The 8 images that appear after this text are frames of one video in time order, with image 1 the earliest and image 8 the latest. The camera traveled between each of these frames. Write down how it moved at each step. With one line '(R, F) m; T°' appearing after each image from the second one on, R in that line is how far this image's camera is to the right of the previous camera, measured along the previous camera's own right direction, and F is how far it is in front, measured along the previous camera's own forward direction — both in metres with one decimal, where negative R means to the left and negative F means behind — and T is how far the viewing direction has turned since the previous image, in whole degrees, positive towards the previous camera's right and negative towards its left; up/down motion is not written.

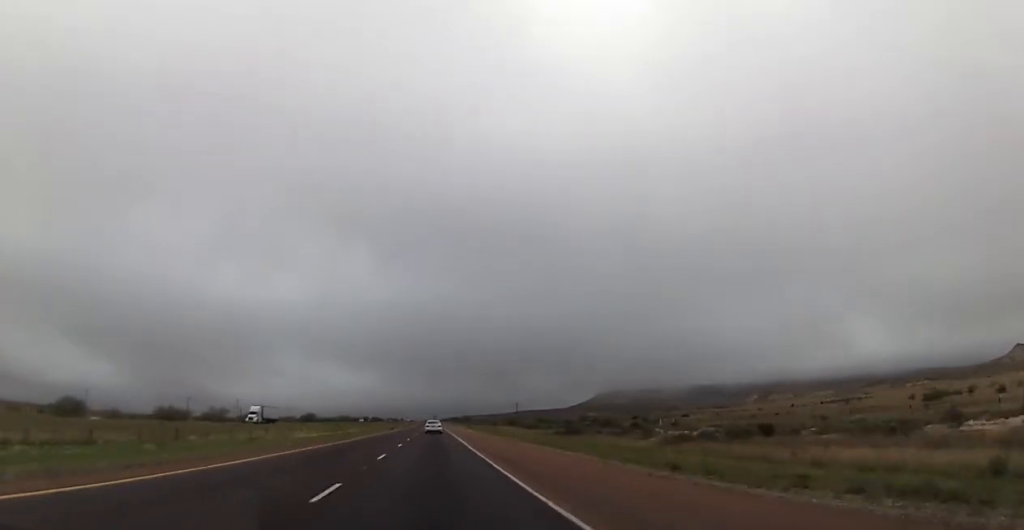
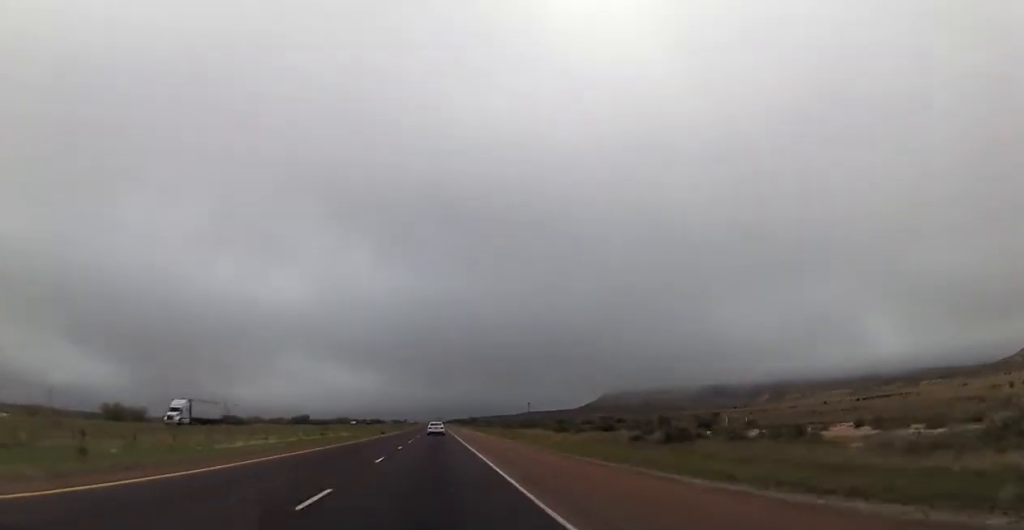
(-0.2, +25.3) m; 0°
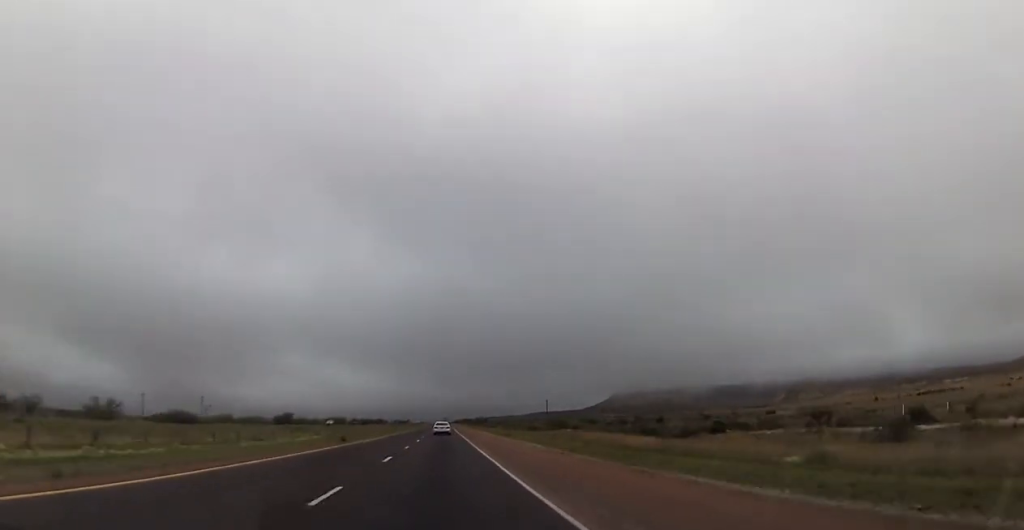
(-0.1, +36.1) m; 0°
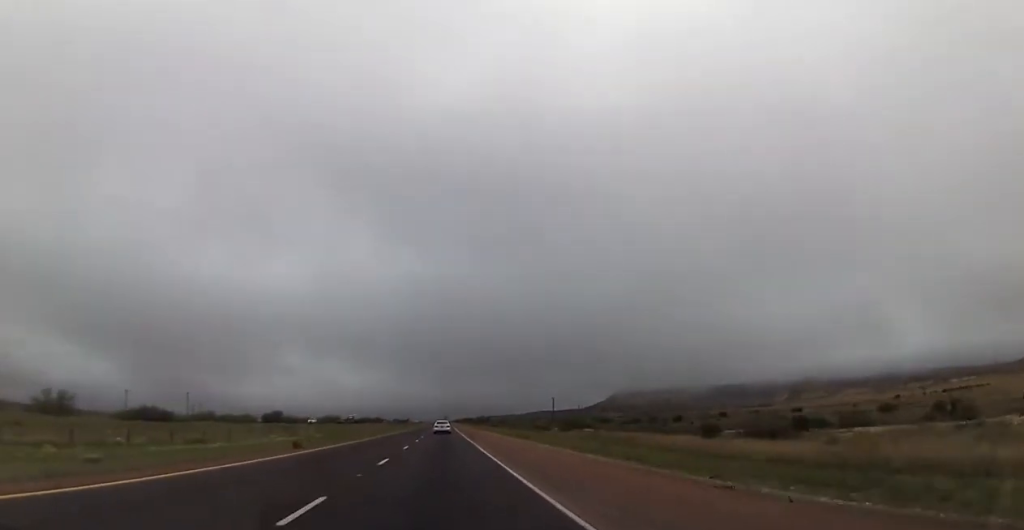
(0.0, +14.4) m; 0°
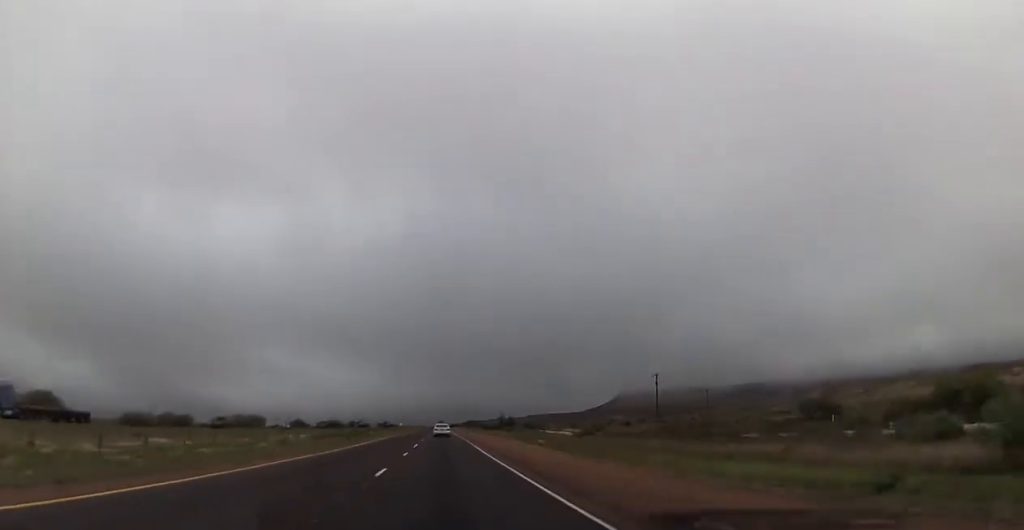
(-1.0, +125.2) m; -1°
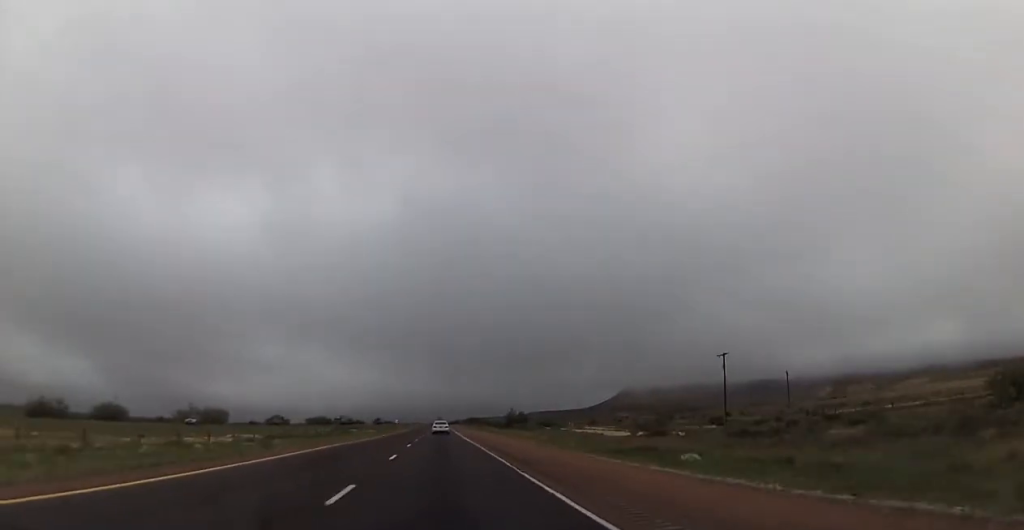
(+0.3, +31.2) m; +1°
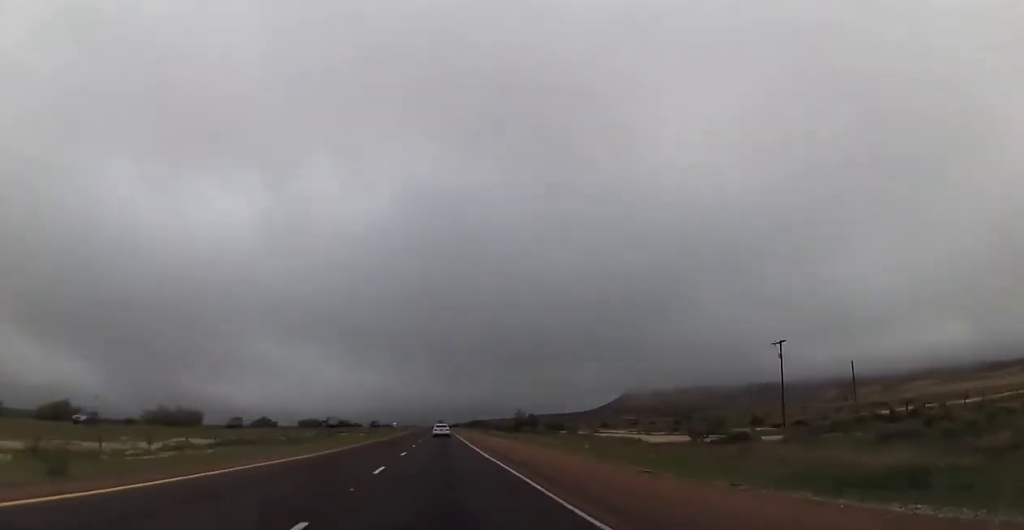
(0.0, +16.8) m; 0°
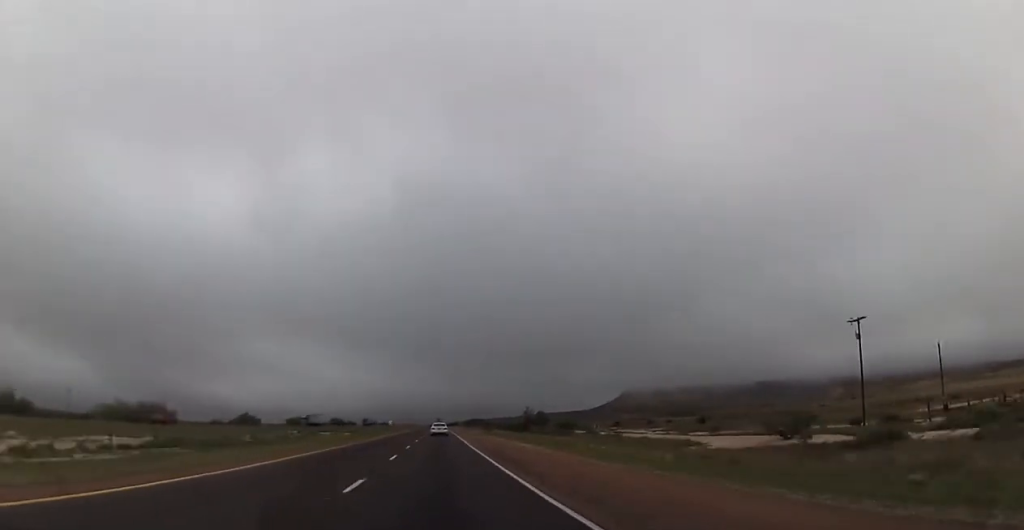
(0.0, +16.8) m; 0°
